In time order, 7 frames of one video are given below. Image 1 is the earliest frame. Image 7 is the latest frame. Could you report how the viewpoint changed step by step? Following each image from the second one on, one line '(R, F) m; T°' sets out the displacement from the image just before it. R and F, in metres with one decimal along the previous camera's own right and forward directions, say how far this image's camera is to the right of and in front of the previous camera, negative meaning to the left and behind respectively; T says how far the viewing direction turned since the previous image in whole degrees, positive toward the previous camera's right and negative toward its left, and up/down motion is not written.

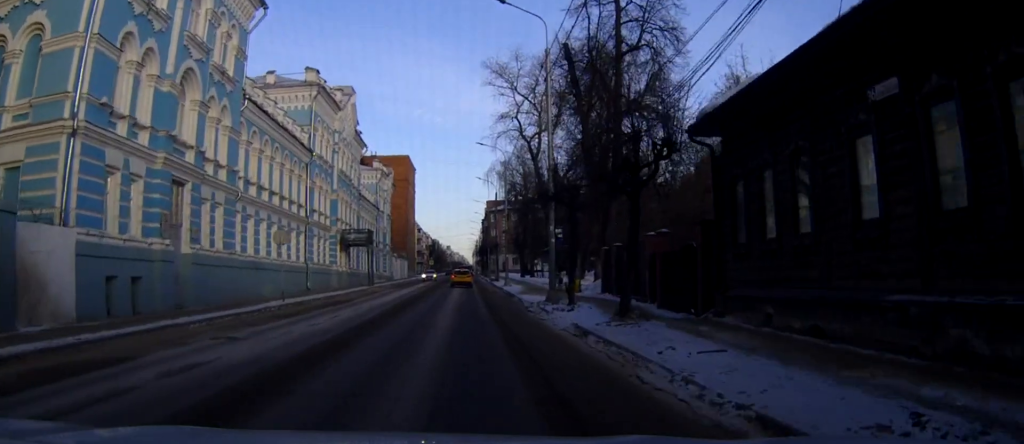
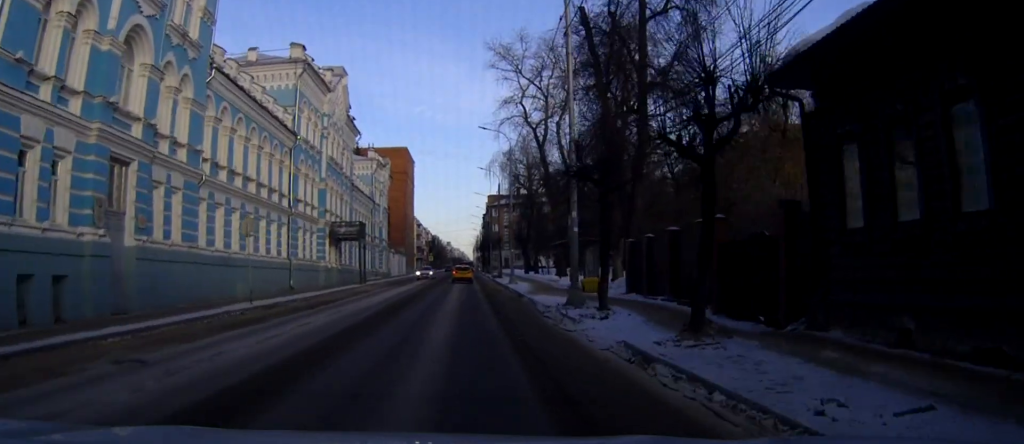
(0.0, +5.4) m; 0°
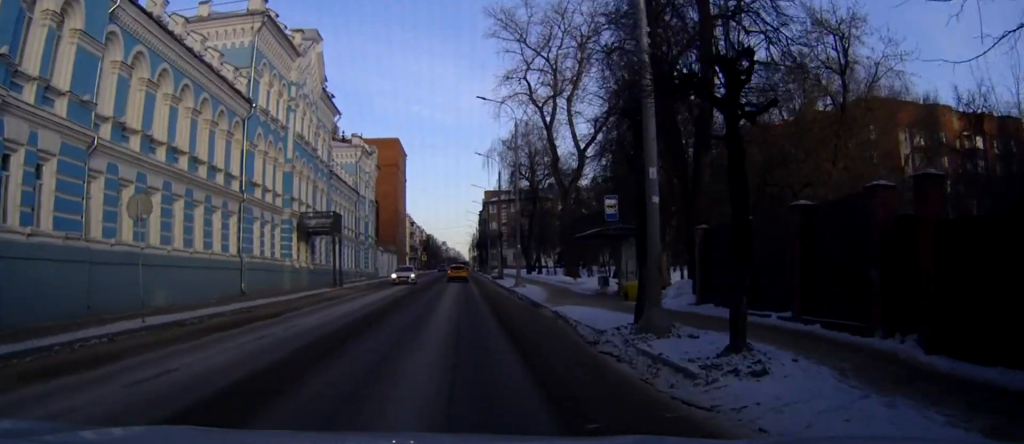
(+0.1, +10.0) m; +1°
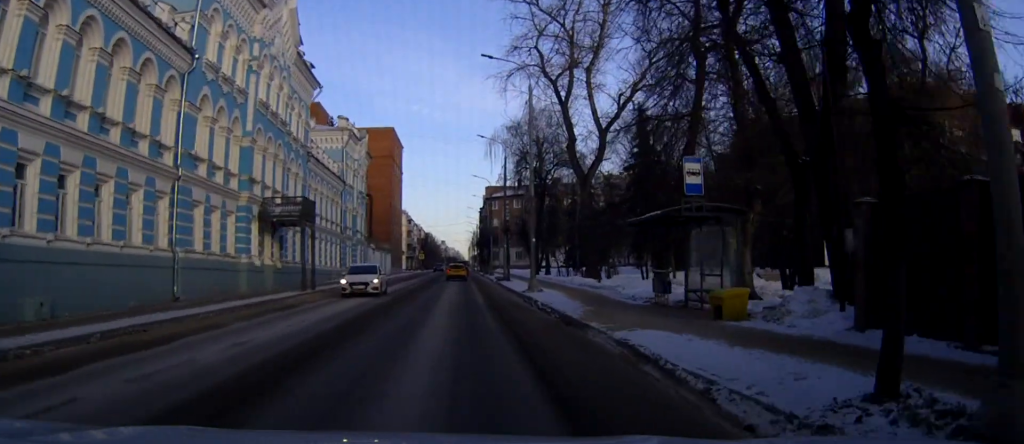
(+0.1, +9.4) m; 0°
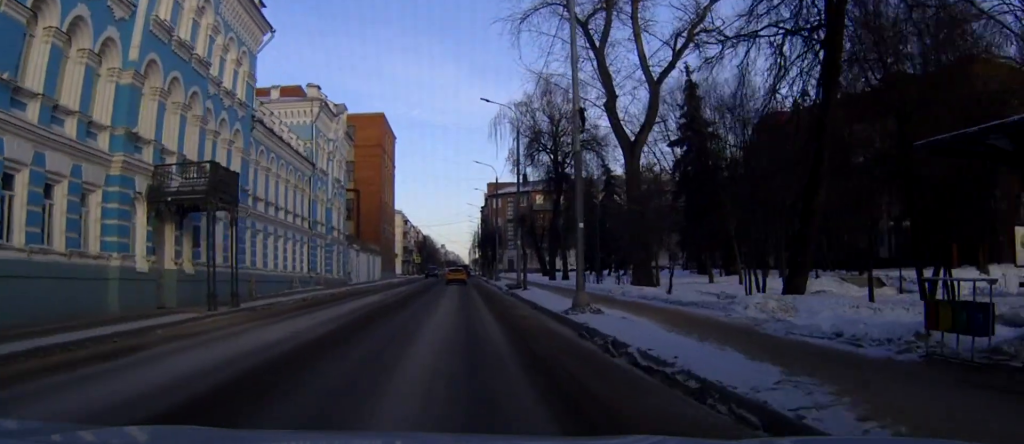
(-0.1, +14.1) m; 0°
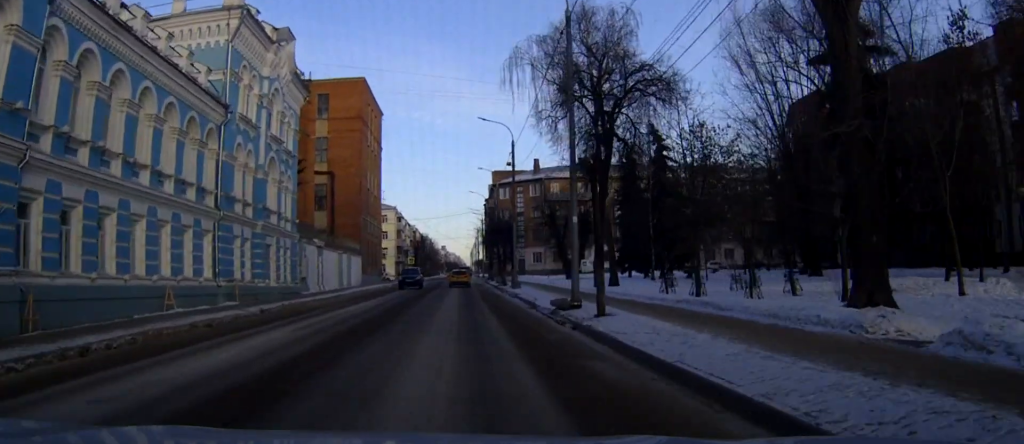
(+0.6, +19.4) m; +4°
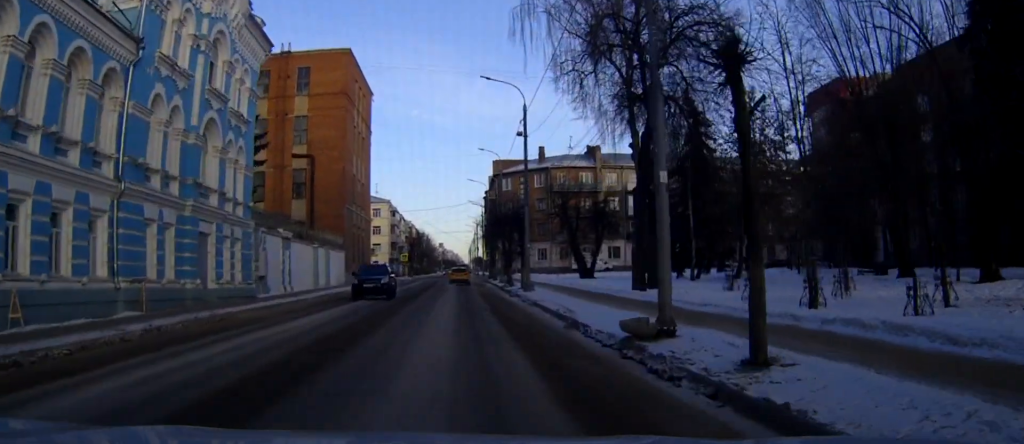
(+0.2, +9.5) m; +3°
